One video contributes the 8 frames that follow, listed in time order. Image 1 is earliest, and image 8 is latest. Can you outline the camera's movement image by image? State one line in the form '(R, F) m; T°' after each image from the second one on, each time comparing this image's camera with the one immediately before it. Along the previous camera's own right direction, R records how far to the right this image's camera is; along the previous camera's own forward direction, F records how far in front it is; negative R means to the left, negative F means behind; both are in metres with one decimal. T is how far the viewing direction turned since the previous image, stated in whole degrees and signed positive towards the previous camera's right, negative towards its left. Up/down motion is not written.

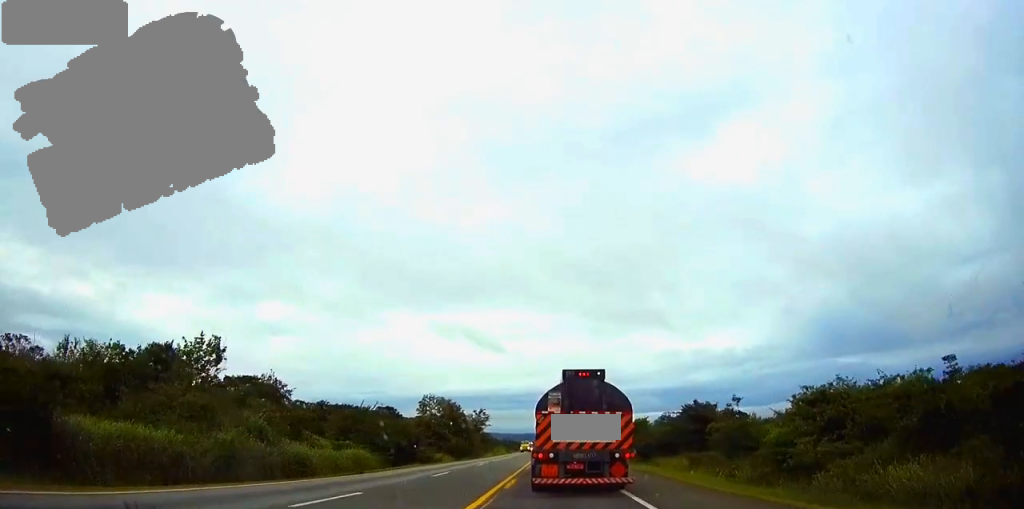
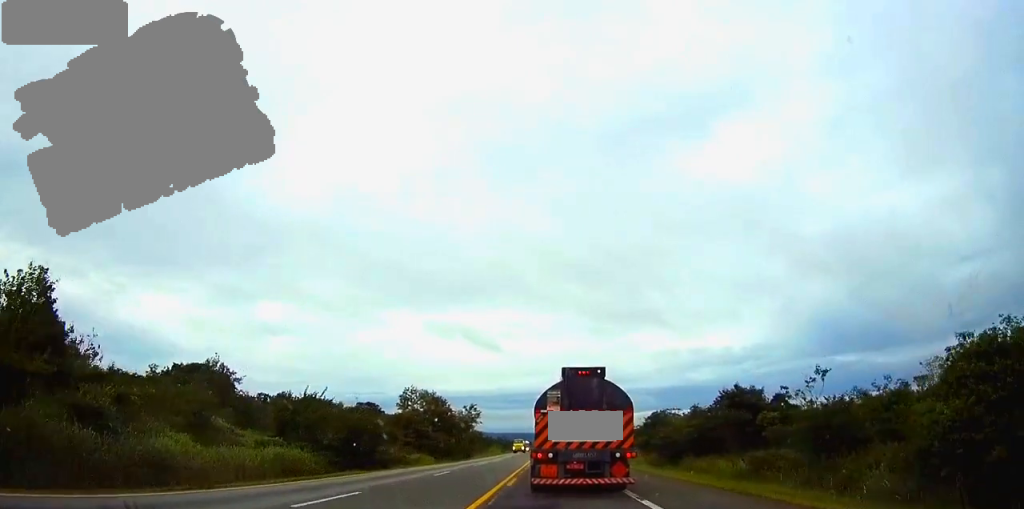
(-0.1, +16.1) m; 0°
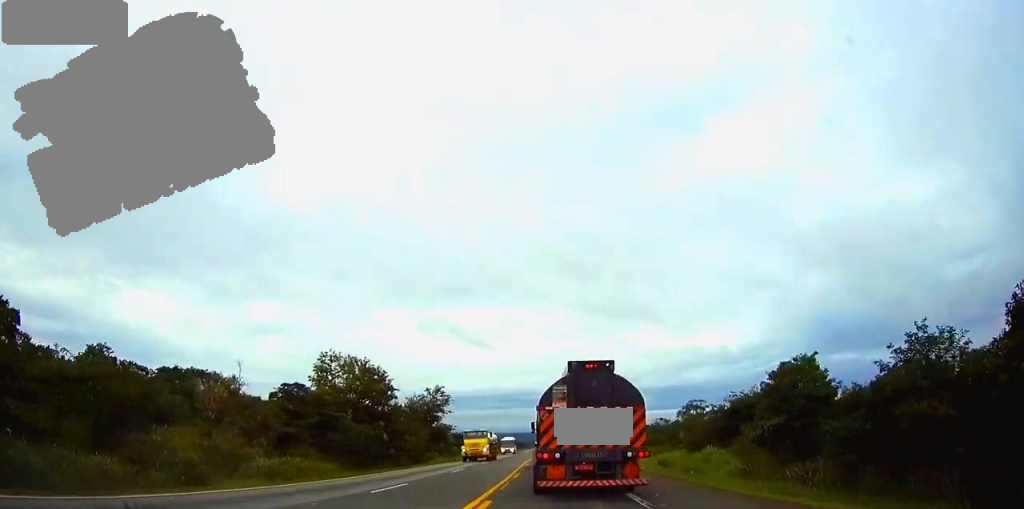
(0.0, +43.0) m; 0°
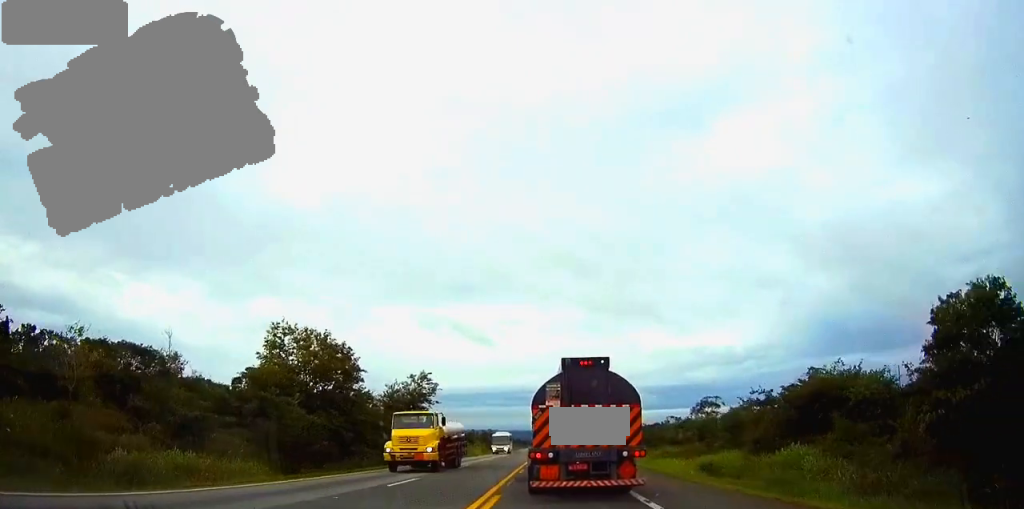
(-0.1, +15.1) m; 0°
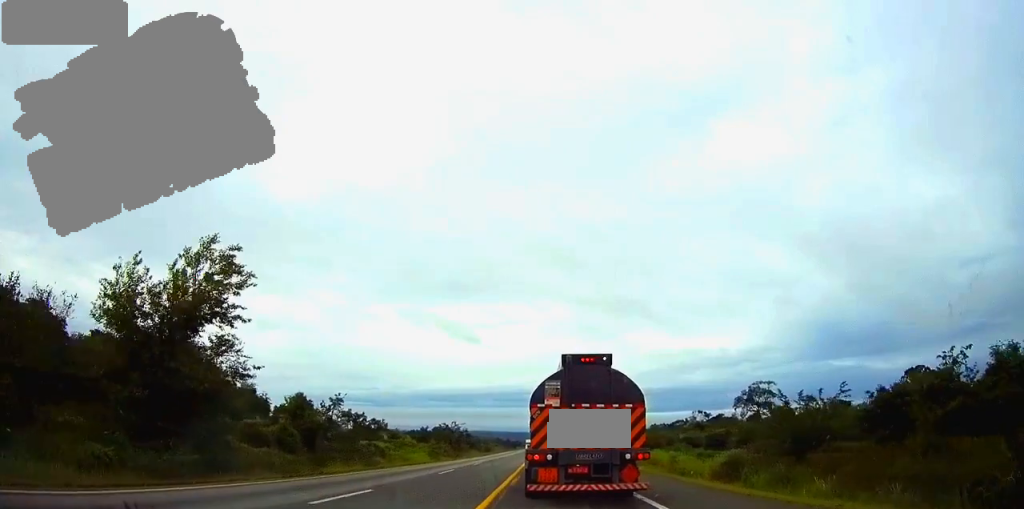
(+0.1, +56.3) m; +1°
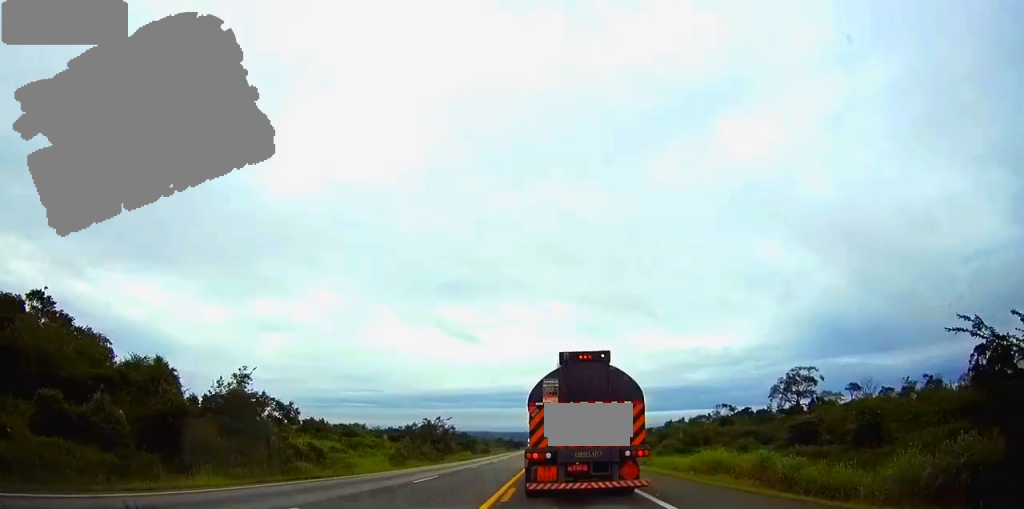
(0.0, +22.7) m; 0°
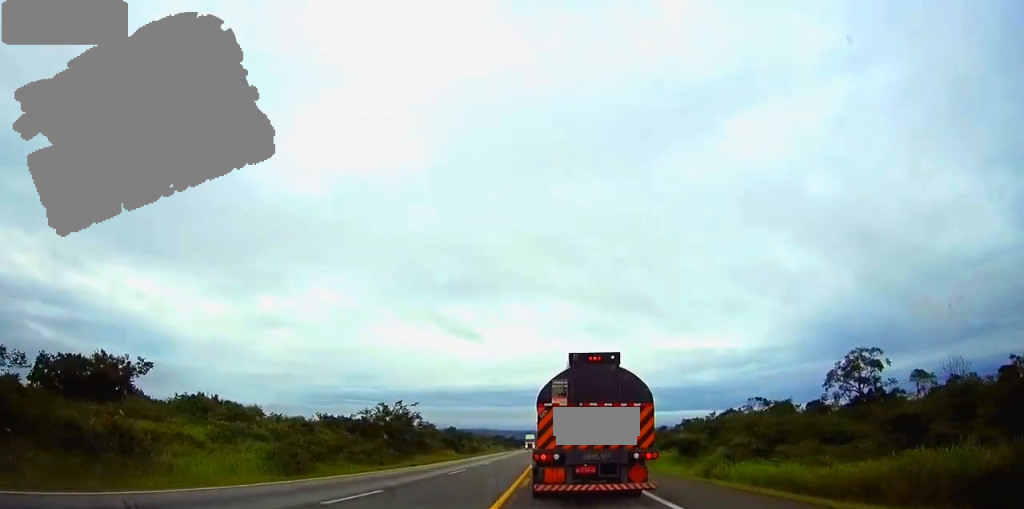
(0.0, +27.0) m; 0°
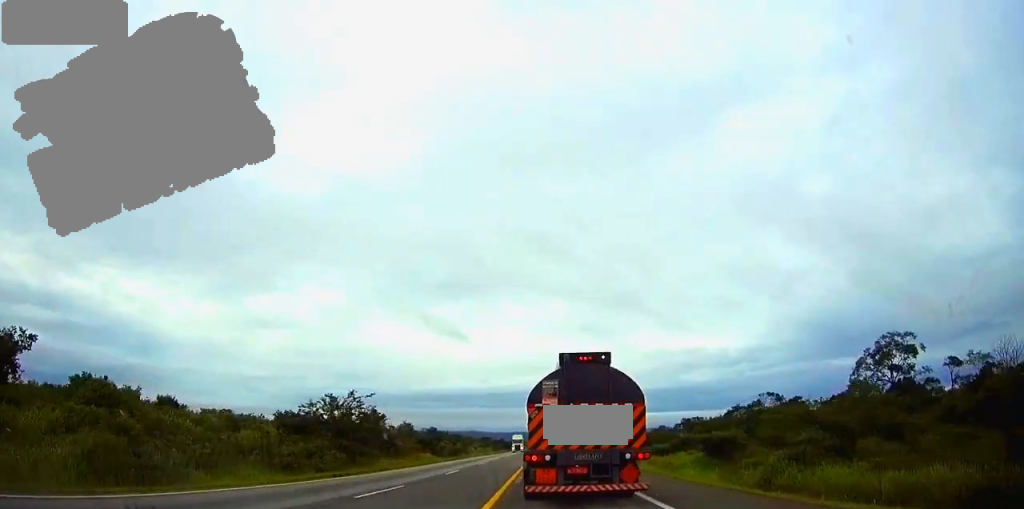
(0.0, +14.0) m; 0°
